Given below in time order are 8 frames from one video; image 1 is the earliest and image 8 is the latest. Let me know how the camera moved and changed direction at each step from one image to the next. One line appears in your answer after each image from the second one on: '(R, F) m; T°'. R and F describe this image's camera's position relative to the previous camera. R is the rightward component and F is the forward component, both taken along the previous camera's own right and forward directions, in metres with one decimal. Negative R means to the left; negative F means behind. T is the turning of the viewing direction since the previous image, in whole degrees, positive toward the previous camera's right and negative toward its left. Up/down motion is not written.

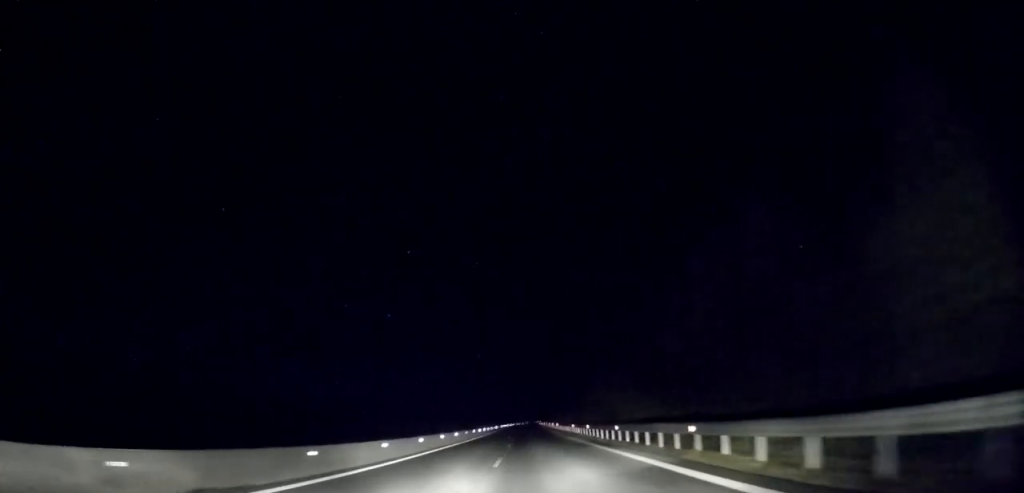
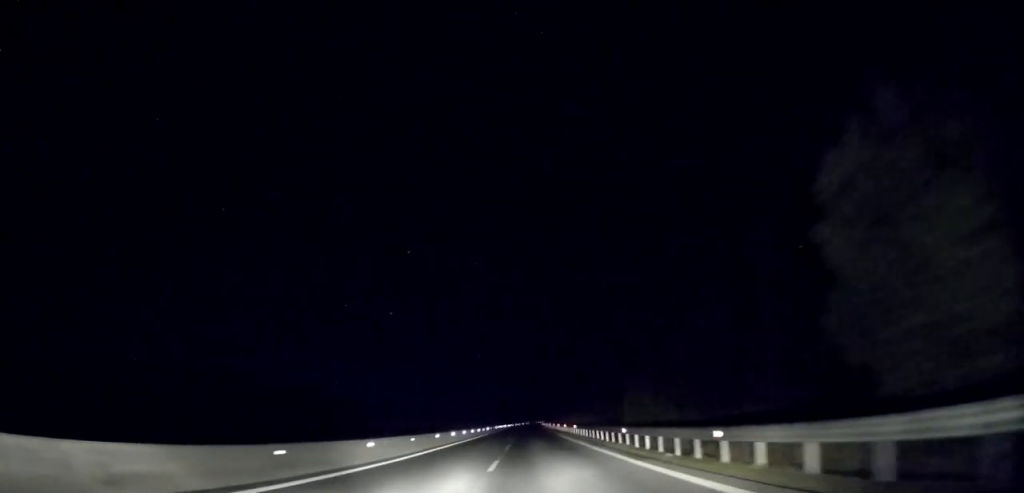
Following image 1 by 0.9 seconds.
(-0.1, +26.1) m; 0°
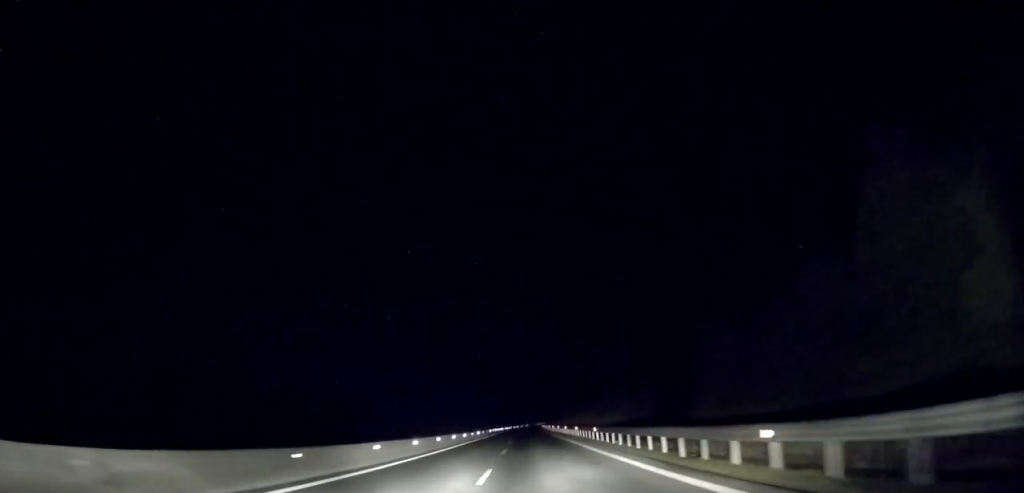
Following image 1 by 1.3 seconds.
(-0.2, +14.9) m; 0°
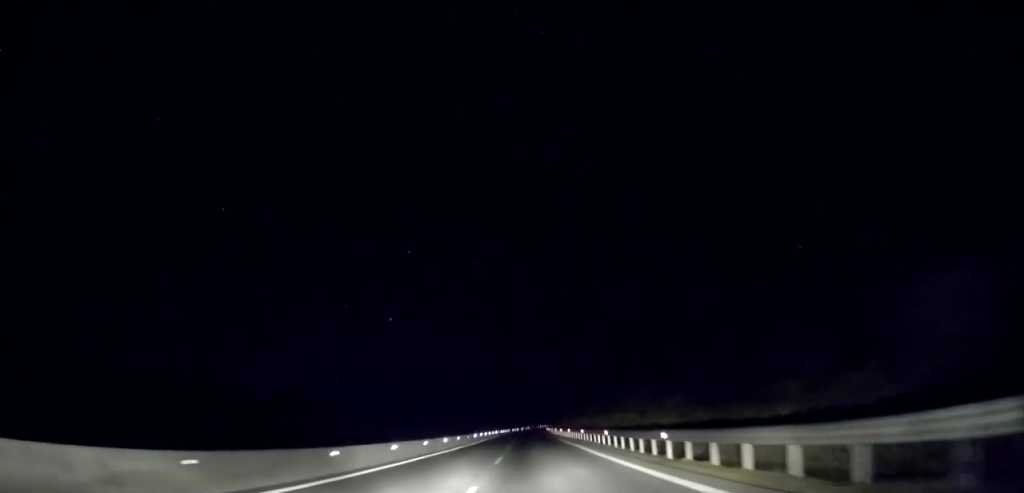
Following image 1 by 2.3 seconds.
(+0.2, +29.1) m; 0°
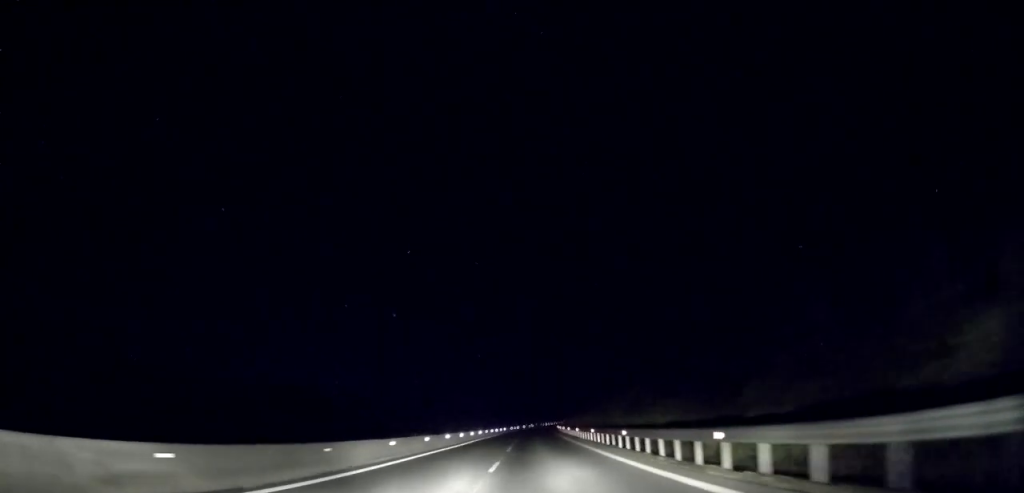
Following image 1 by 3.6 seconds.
(-0.2, +40.5) m; 0°
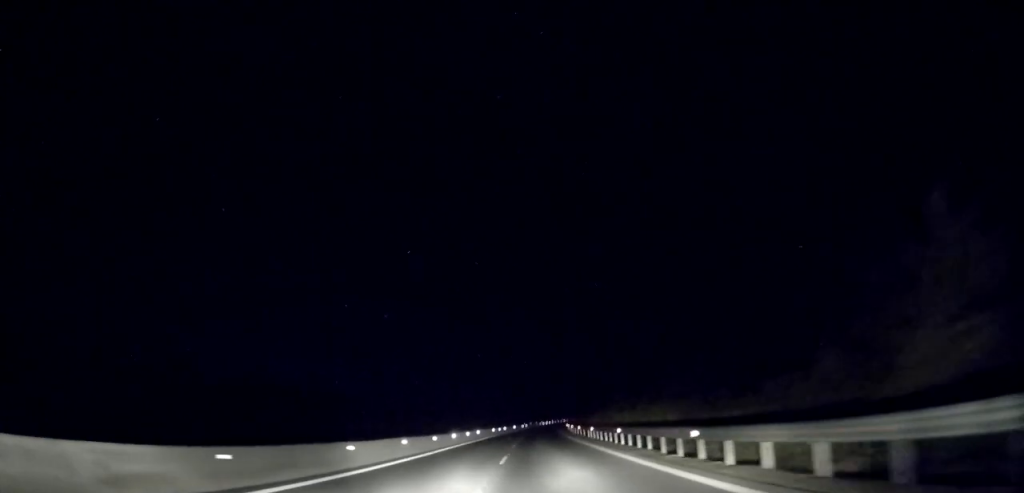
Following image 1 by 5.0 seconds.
(+0.3, +46.2) m; +1°
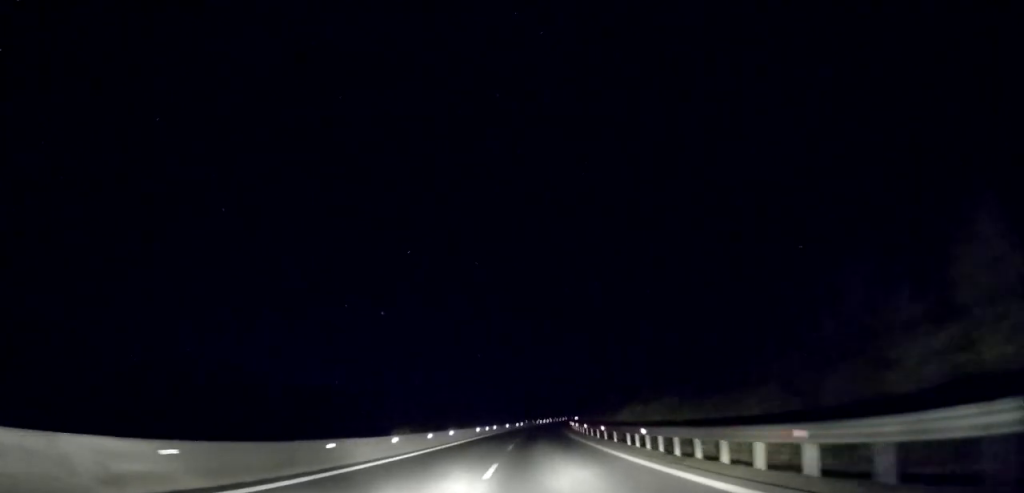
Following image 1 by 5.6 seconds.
(0.0, +17.7) m; +1°
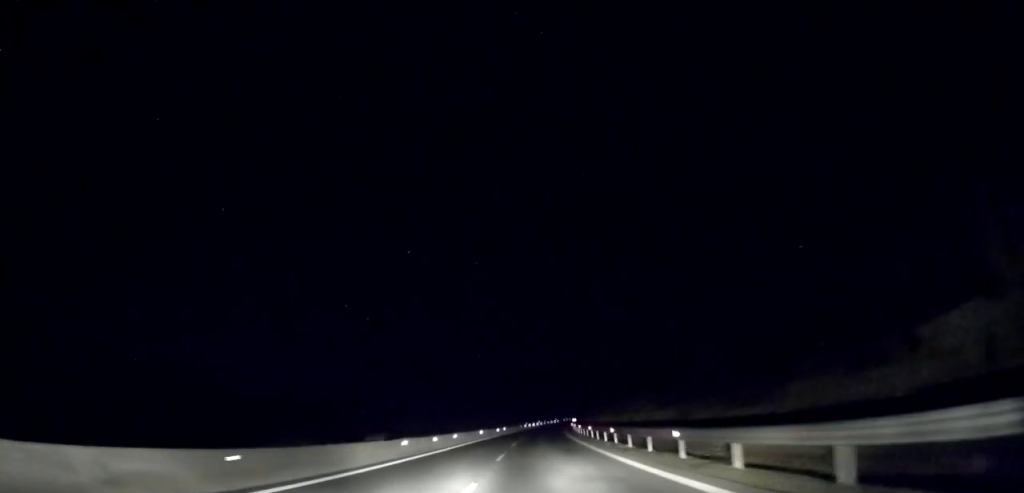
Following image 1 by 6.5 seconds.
(+0.3, +29.1) m; +2°
